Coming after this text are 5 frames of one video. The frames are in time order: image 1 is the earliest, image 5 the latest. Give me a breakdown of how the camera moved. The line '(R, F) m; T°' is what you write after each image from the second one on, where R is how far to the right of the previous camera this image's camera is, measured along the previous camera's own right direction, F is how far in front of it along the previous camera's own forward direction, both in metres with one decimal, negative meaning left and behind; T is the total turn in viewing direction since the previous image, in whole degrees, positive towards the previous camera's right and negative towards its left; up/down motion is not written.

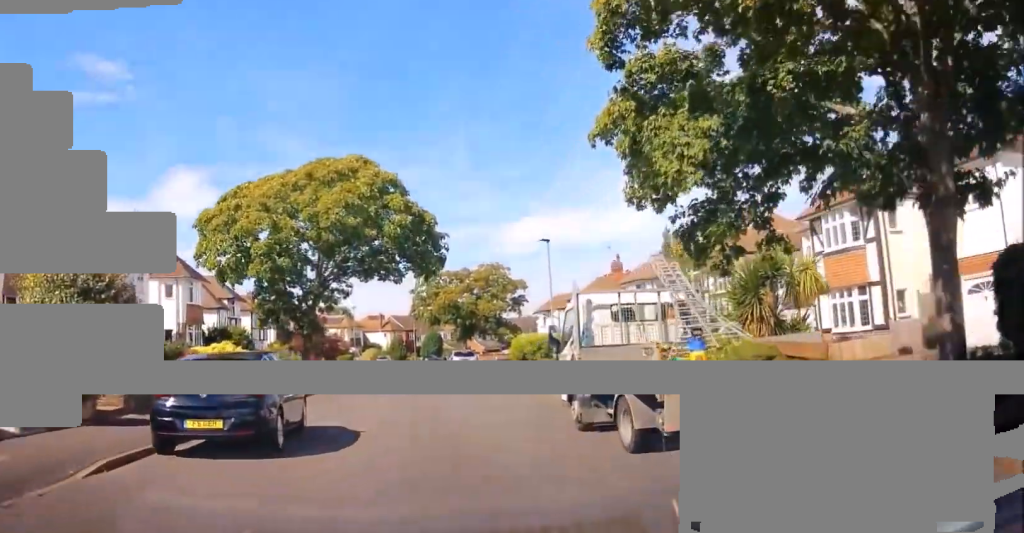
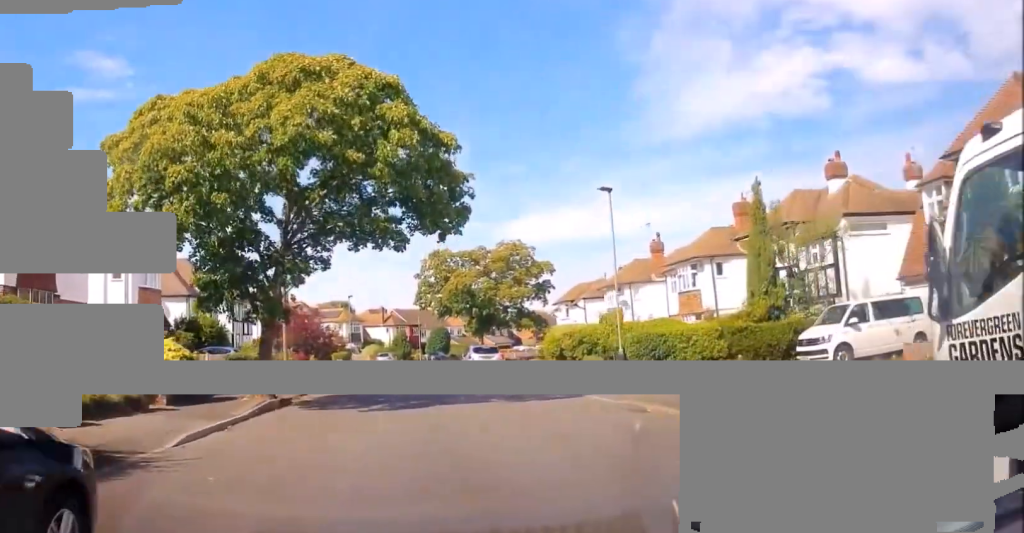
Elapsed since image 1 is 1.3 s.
(+0.3, +9.0) m; 0°
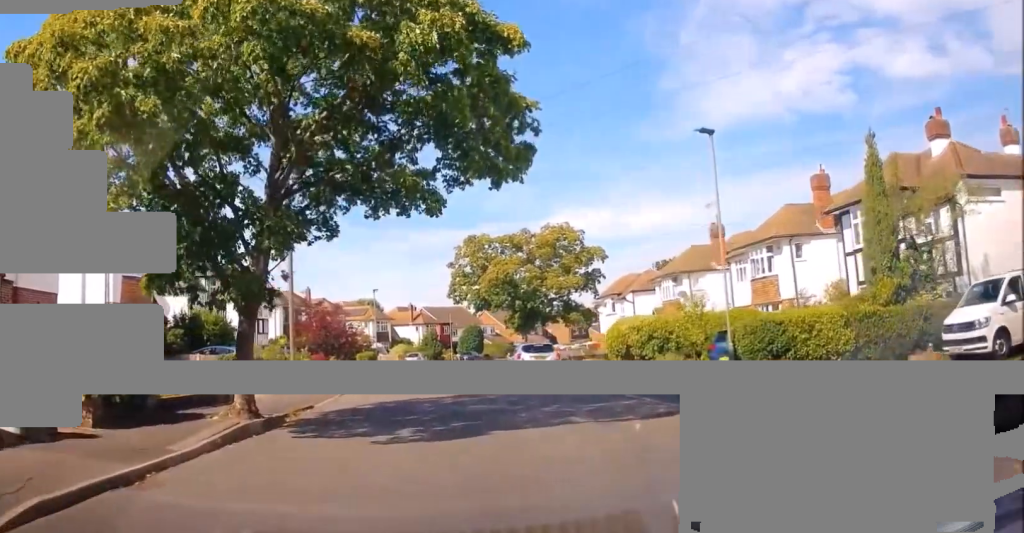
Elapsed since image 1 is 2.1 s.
(-0.1, +5.7) m; -3°
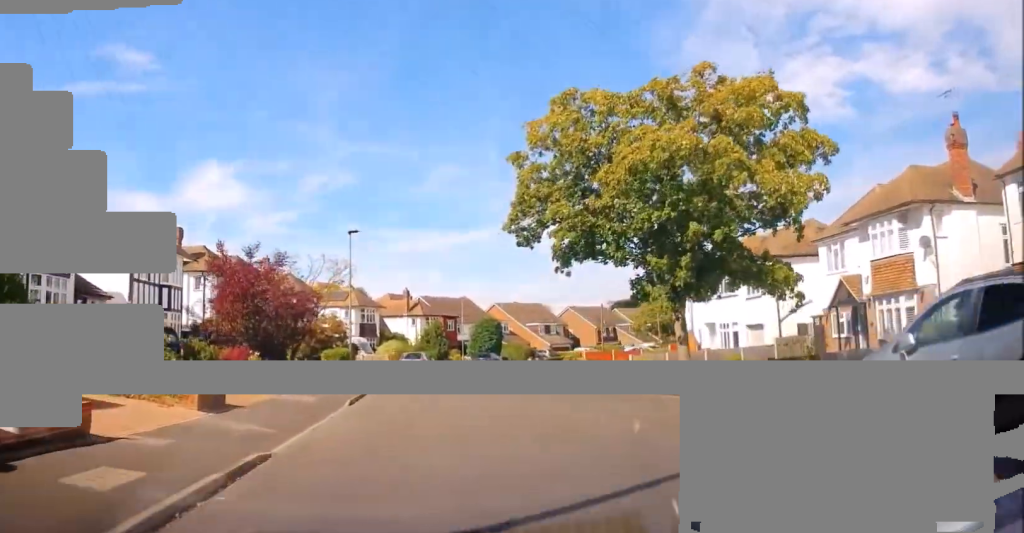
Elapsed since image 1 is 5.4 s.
(-0.2, +21.8) m; +2°
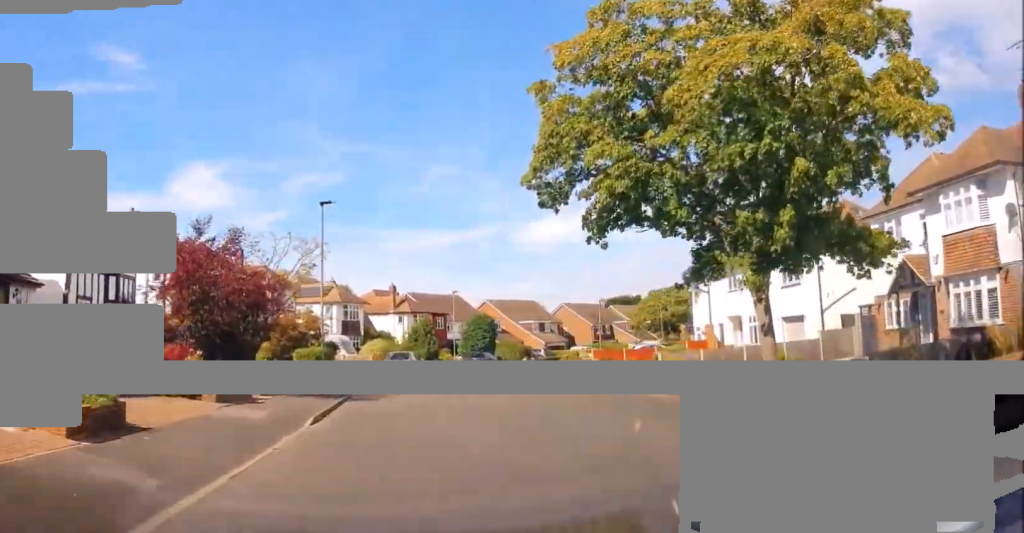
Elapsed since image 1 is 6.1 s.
(+0.1, +4.9) m; +2°
